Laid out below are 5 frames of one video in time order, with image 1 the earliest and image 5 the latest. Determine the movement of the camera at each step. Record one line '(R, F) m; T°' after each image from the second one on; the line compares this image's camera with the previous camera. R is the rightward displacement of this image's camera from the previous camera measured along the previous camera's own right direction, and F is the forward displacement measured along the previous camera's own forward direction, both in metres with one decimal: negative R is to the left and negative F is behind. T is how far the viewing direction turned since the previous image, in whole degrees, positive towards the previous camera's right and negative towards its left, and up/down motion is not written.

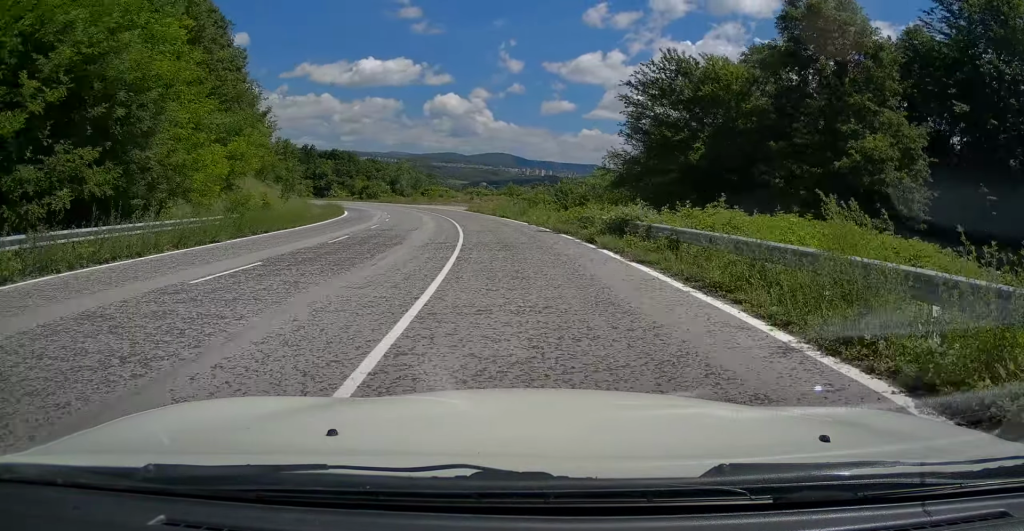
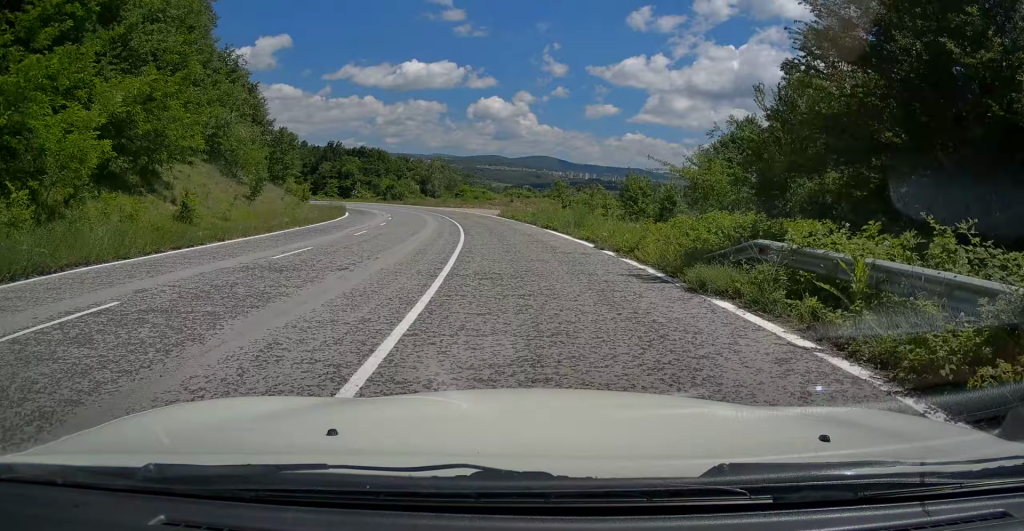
(-0.2, +13.9) m; -4°
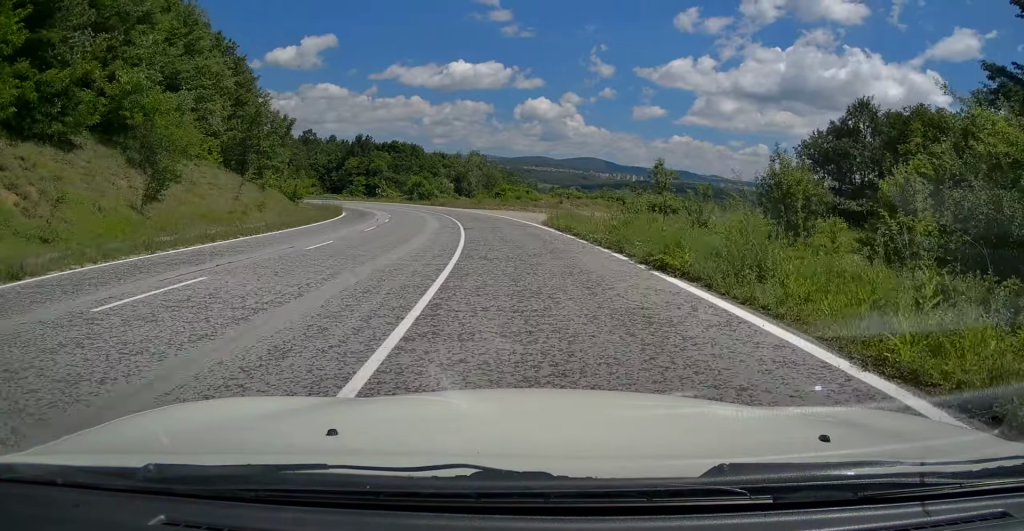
(-0.8, +15.4) m; -3°
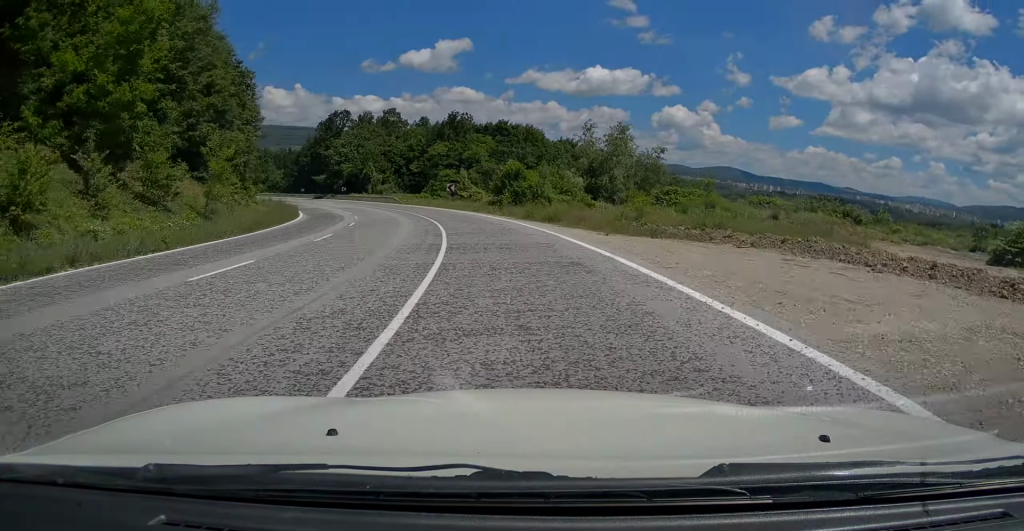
(-4.2, +41.8) m; -14°
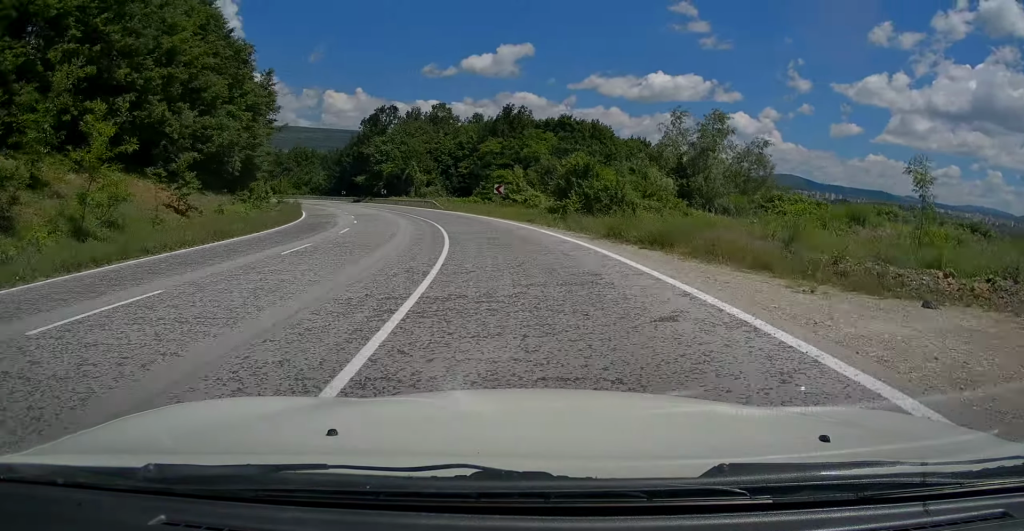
(-0.6, +12.9) m; -6°
